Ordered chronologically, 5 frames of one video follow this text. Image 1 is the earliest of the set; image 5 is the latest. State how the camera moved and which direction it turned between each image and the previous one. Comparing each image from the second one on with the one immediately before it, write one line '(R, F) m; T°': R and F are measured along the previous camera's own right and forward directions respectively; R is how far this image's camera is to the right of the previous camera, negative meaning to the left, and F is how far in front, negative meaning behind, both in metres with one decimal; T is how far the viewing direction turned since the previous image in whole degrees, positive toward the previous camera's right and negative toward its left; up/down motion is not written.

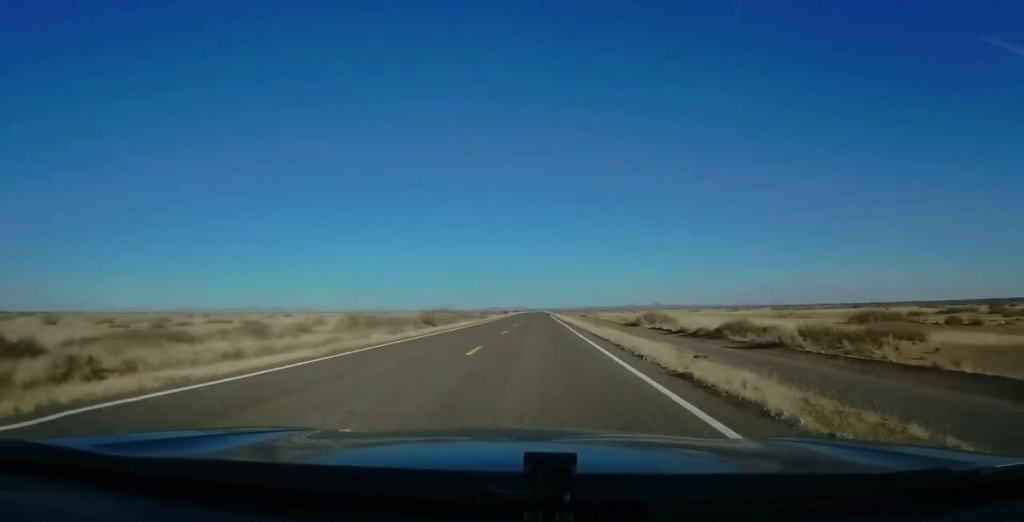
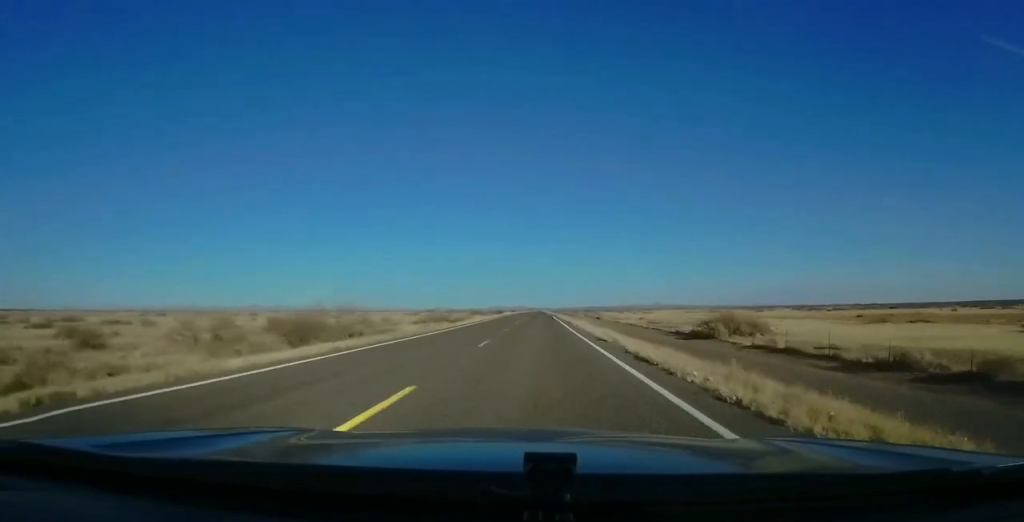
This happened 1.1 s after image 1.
(-0.1, +33.7) m; 0°
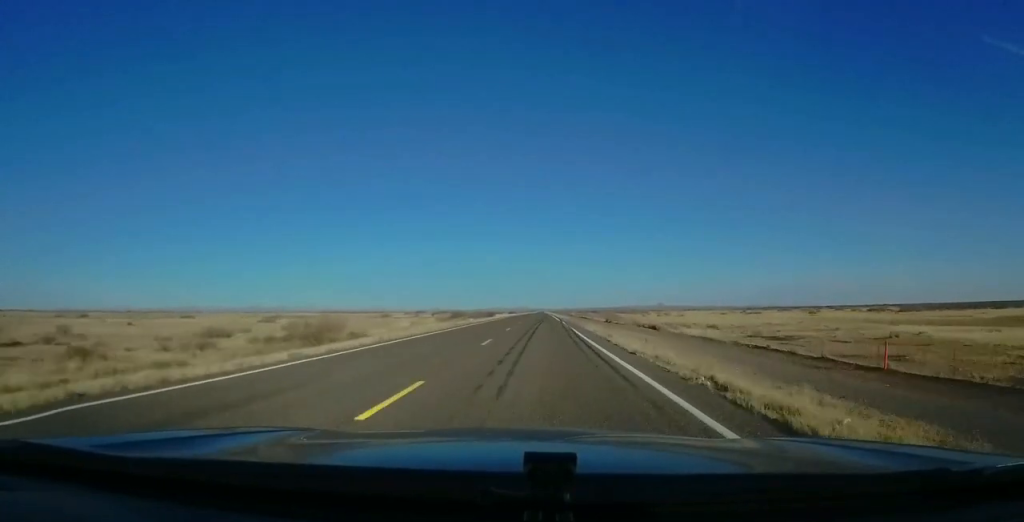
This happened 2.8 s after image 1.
(0.0, +48.7) m; -1°
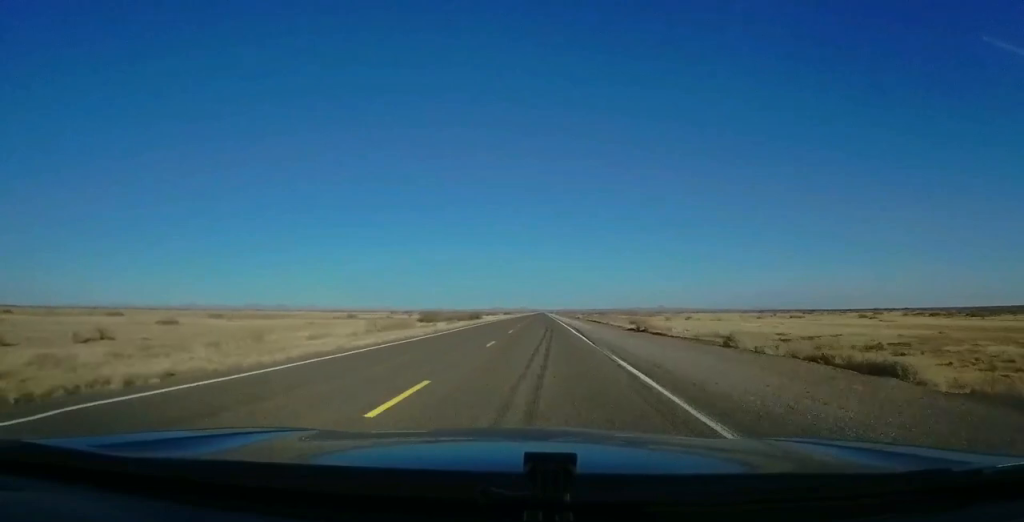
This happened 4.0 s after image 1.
(-0.4, +36.9) m; 0°
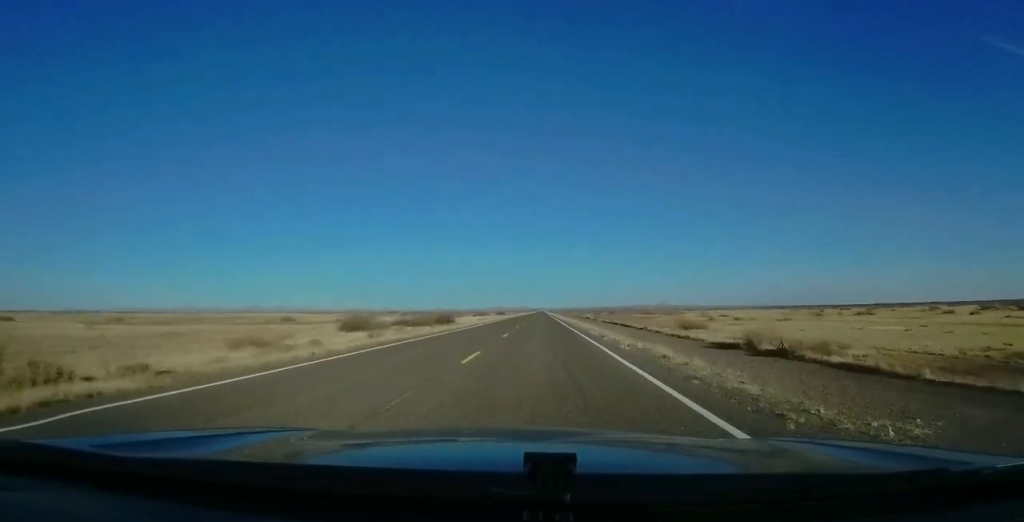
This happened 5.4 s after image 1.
(+0.6, +42.8) m; 0°
